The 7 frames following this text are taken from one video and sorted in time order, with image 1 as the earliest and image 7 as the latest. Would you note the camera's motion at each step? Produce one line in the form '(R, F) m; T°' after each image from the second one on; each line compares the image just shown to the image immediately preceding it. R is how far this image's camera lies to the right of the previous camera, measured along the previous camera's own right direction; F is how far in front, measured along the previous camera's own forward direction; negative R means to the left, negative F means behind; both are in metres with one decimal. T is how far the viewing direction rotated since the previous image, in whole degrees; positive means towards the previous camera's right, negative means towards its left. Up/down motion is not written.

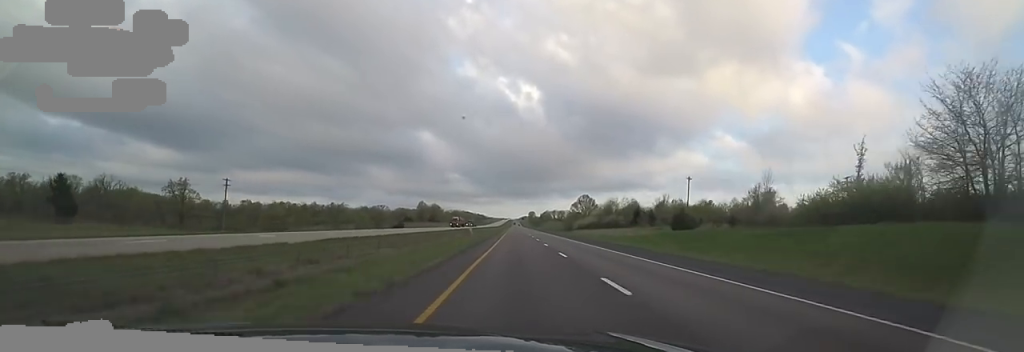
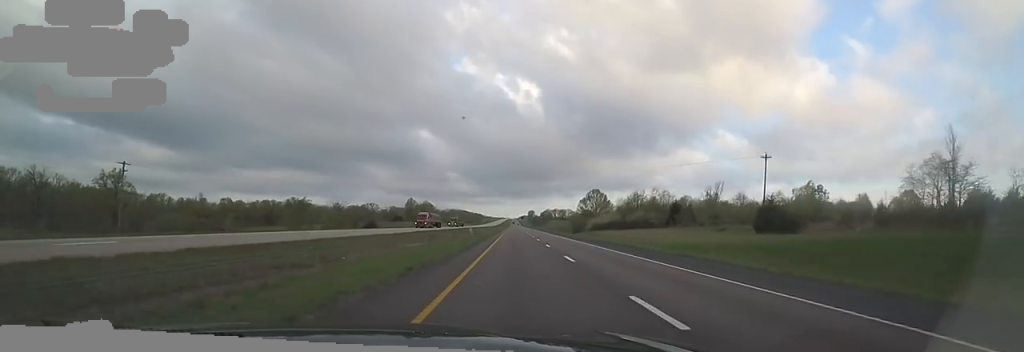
(+0.3, +28.0) m; -1°
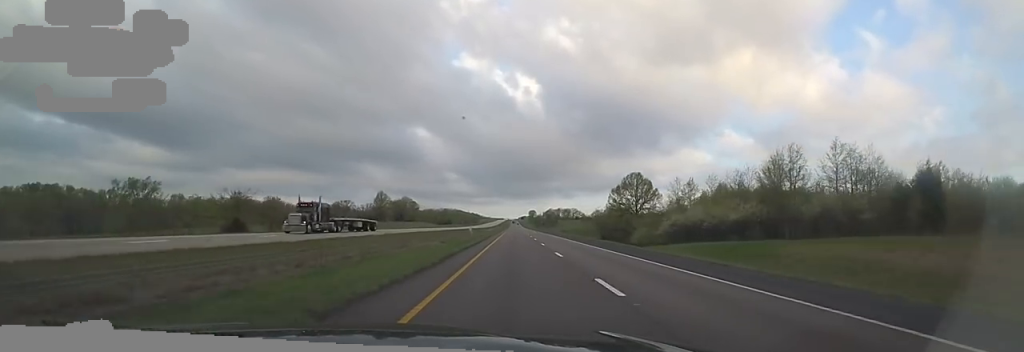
(-1.7, +58.1) m; -2°
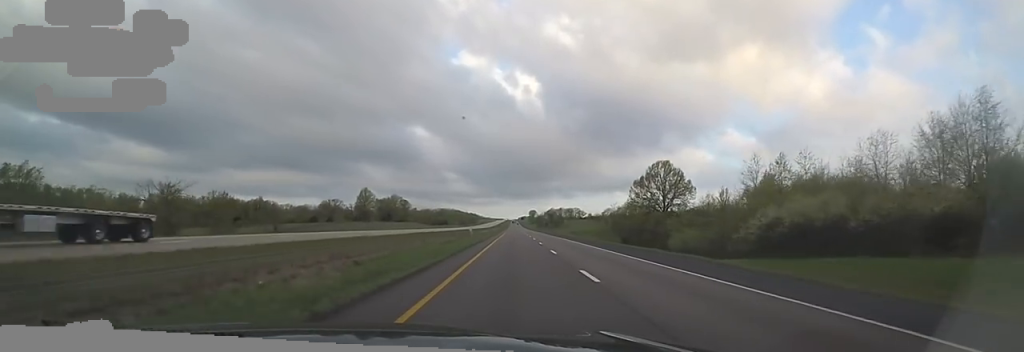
(0.0, +23.3) m; +1°
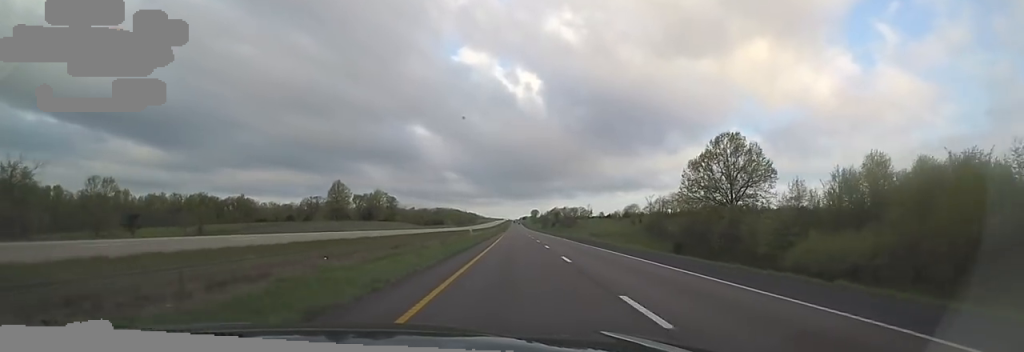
(+0.6, +30.1) m; +1°
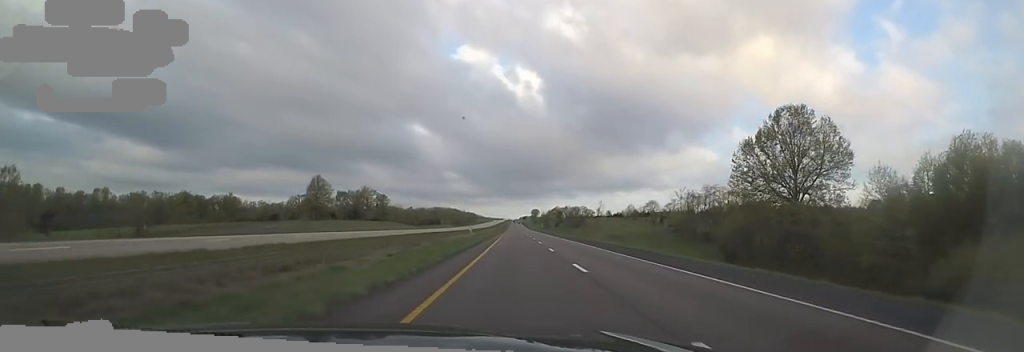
(+0.7, +16.2) m; 0°
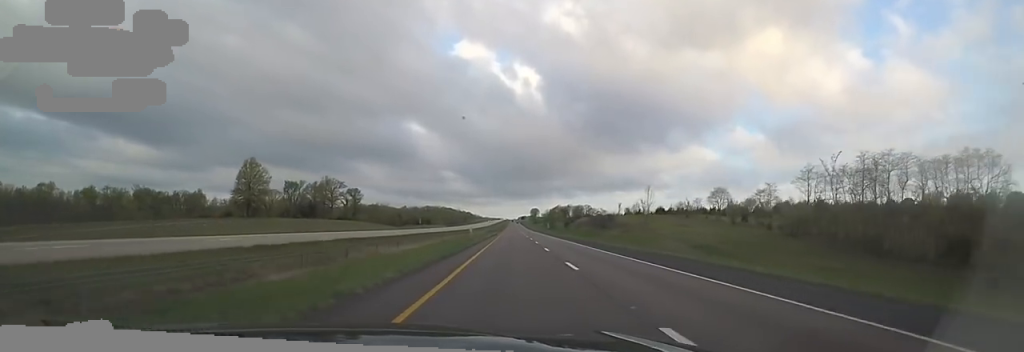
(-1.3, +35.6) m; -2°
